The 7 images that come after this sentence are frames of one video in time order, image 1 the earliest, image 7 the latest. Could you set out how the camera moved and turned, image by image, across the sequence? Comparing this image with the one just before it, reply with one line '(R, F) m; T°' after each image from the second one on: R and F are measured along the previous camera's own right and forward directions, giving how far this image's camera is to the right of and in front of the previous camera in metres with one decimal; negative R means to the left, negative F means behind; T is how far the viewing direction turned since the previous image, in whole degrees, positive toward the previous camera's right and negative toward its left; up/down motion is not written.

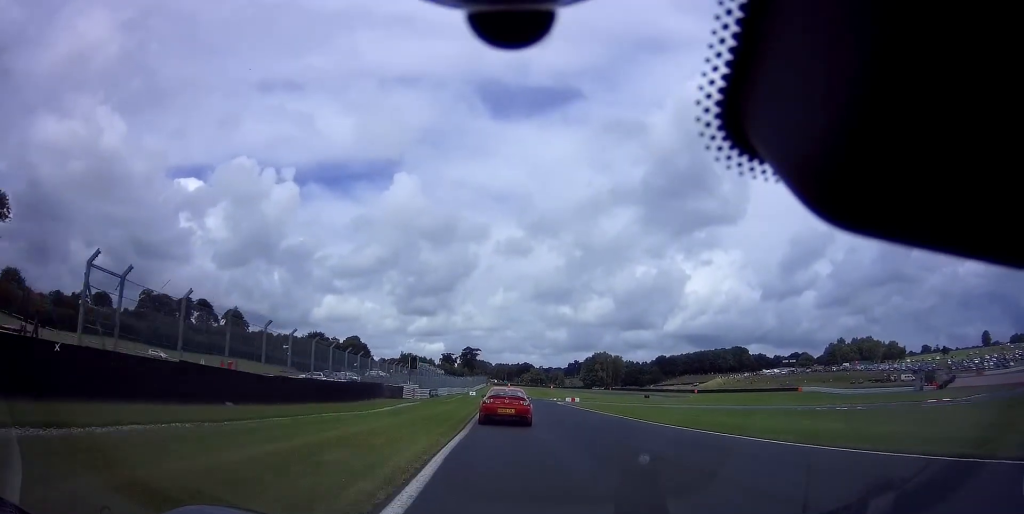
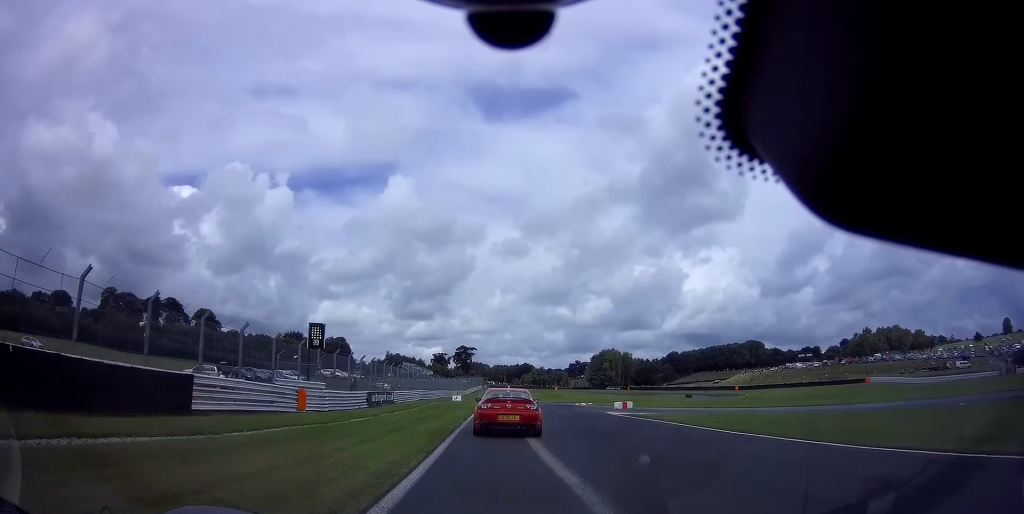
(-0.1, +30.5) m; 0°
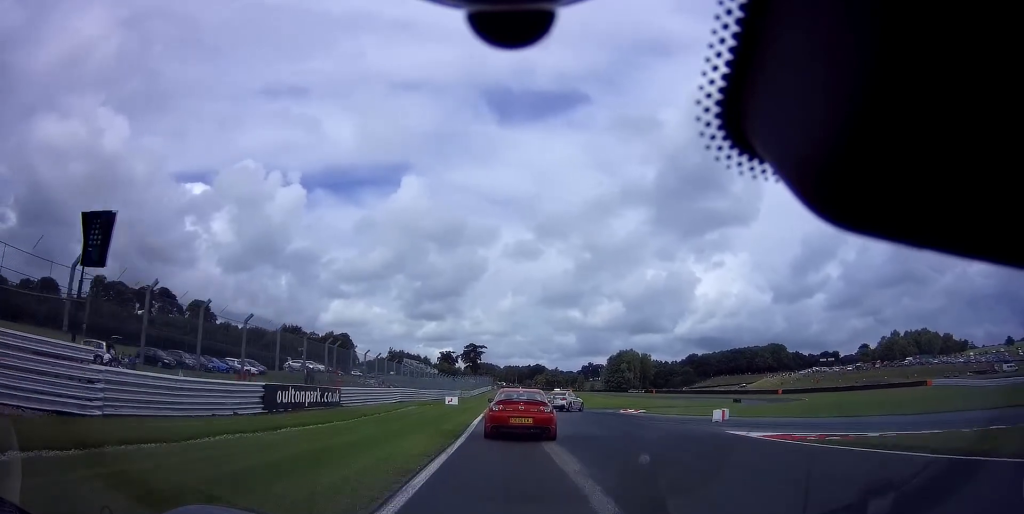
(0.0, +17.7) m; +1°
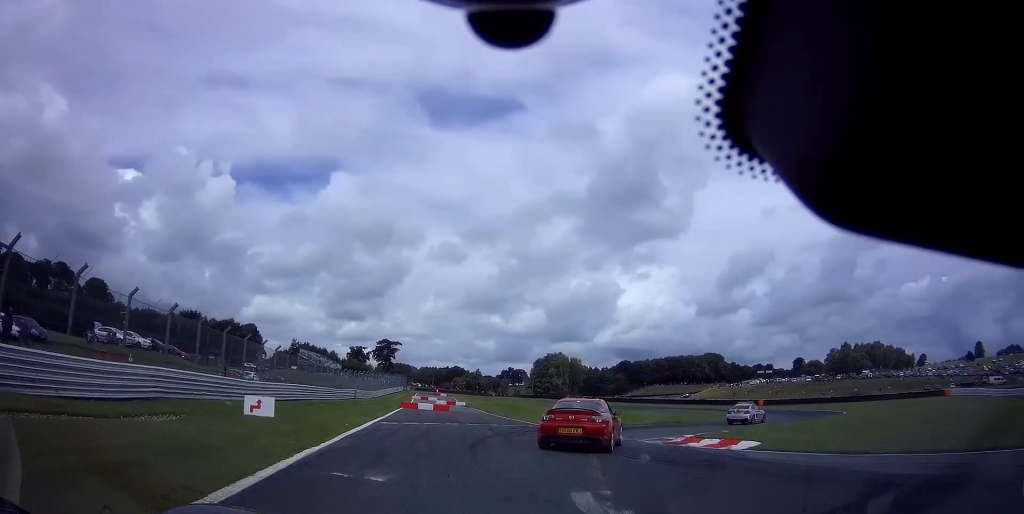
(+1.3, +25.0) m; +12°
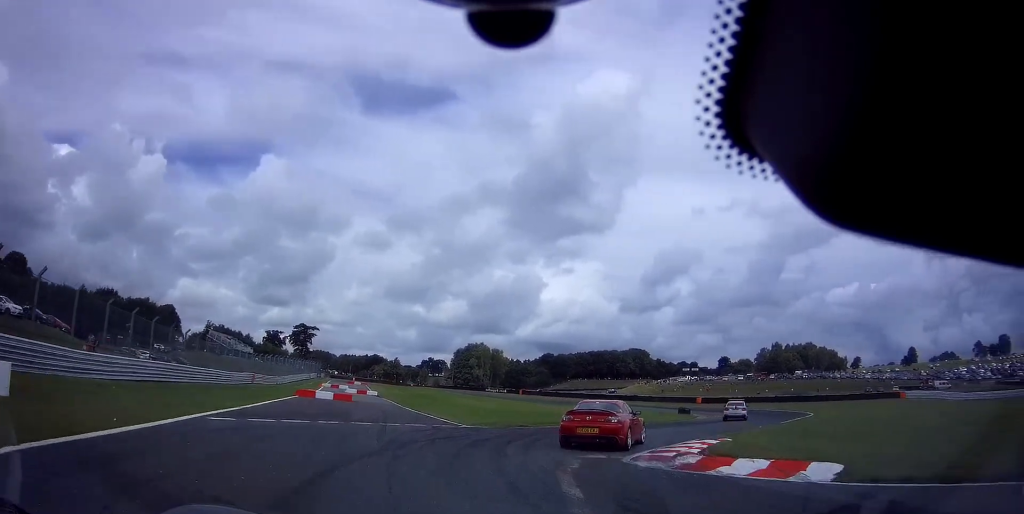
(+0.3, +7.3) m; +9°
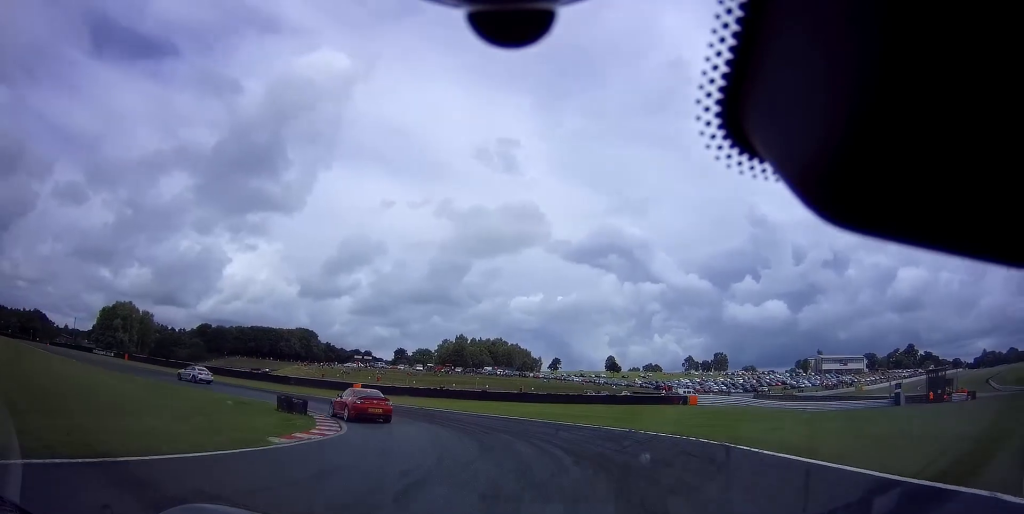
(+10.8, +31.9) m; +21°
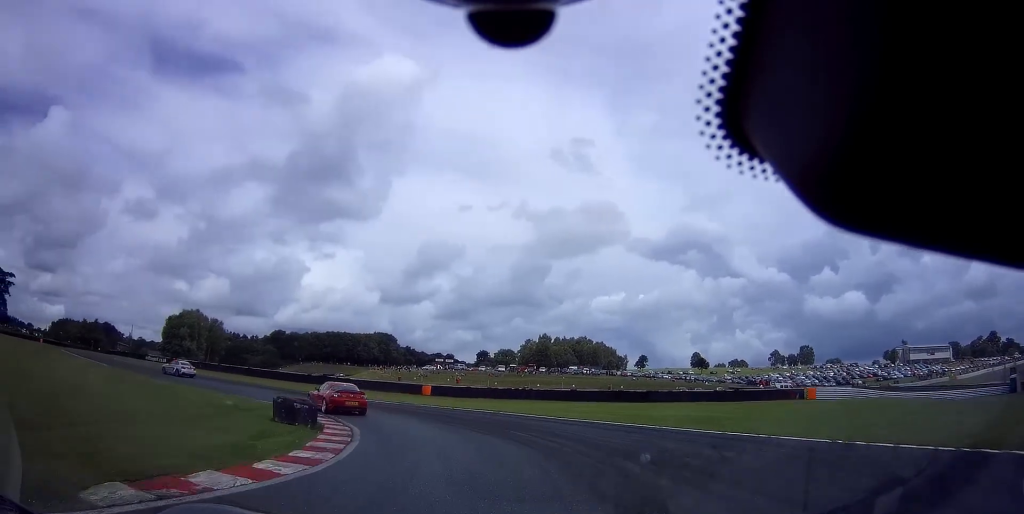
(0.0, +7.8) m; -7°
